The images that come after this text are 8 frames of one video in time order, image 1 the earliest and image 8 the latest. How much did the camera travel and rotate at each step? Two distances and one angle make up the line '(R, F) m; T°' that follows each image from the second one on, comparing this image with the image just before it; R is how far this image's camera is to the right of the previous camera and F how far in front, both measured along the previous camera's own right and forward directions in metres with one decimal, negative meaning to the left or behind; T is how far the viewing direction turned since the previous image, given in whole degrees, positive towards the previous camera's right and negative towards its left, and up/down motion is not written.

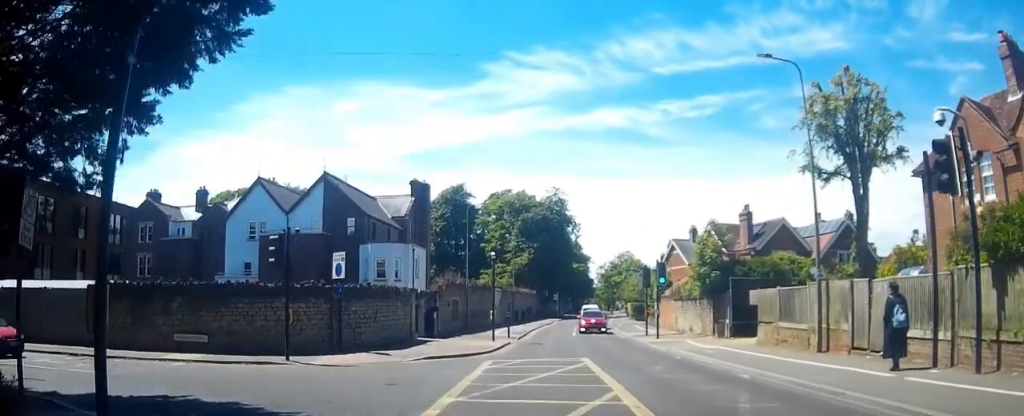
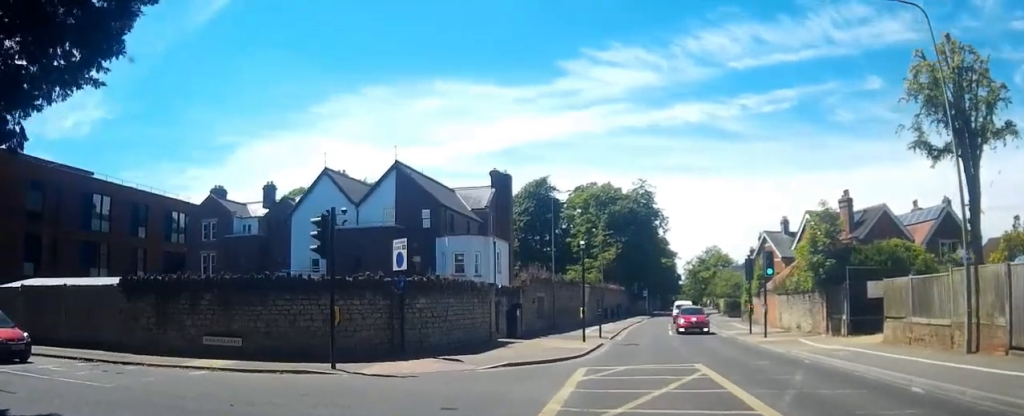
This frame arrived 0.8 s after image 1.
(-0.1, +3.4) m; -8°
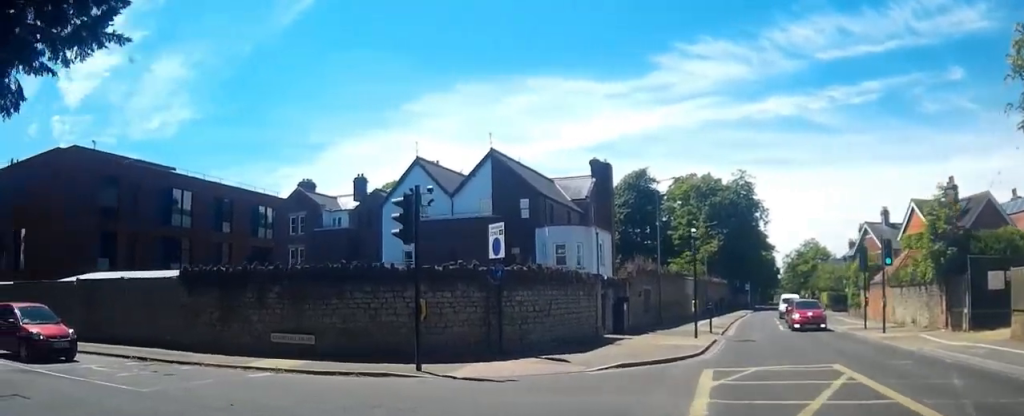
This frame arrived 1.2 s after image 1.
(0.0, +2.0) m; -7°
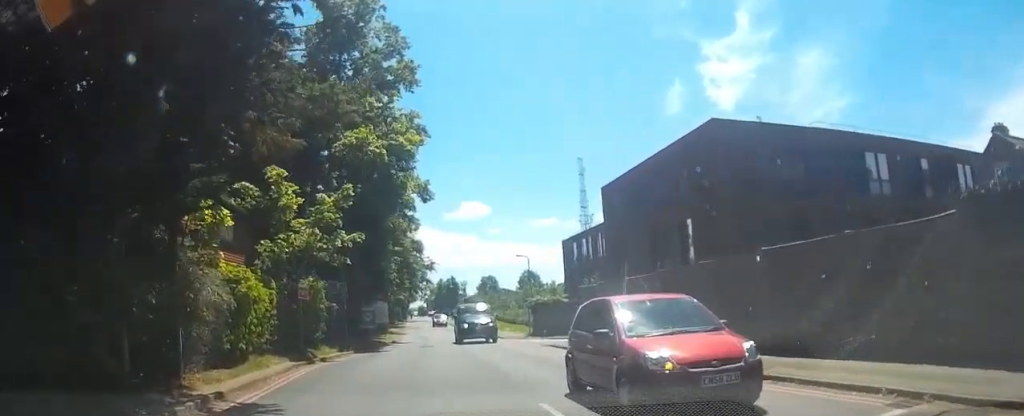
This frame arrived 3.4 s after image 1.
(-3.1, +8.5) m; -49°
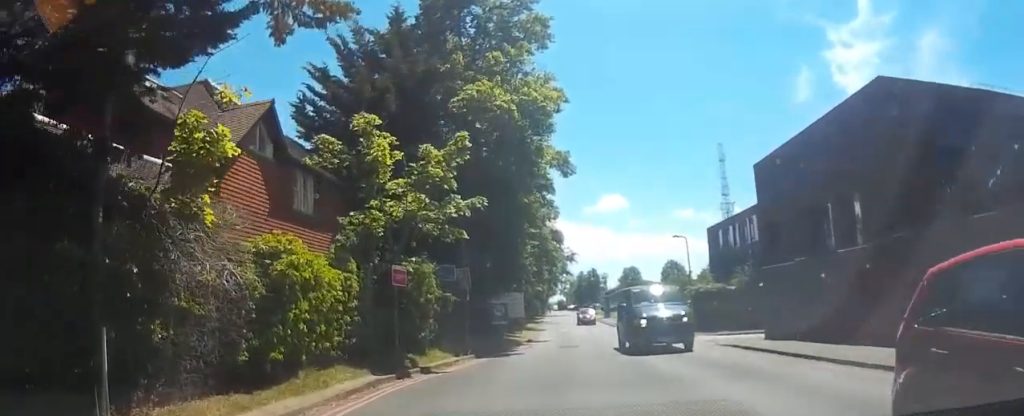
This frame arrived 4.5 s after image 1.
(-1.3, +5.1) m; -21°
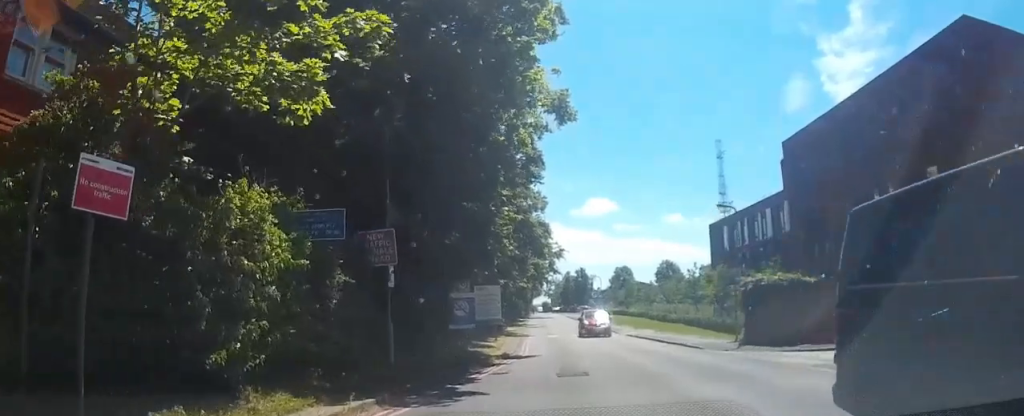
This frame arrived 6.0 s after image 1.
(-1.3, +10.6) m; -8°
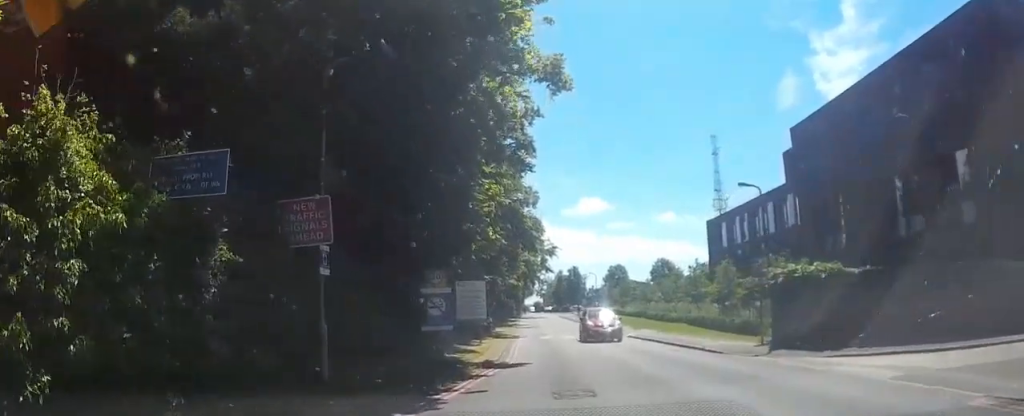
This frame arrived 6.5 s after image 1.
(-0.1, +3.7) m; 0°
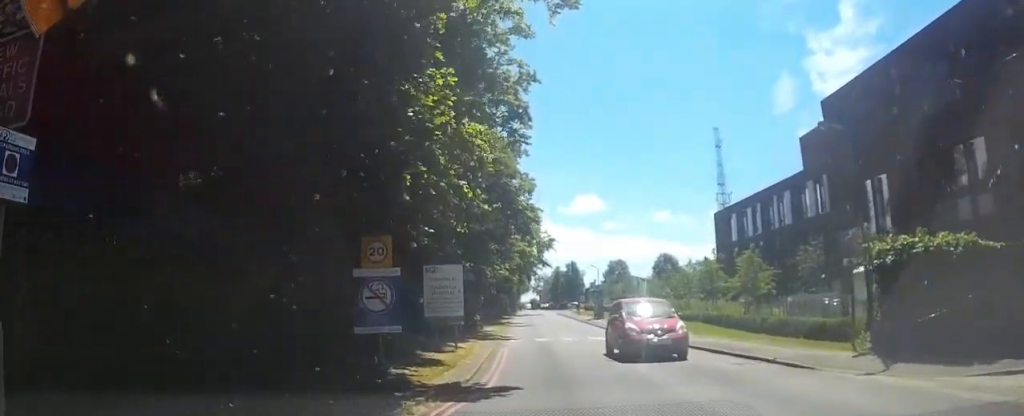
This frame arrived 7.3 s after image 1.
(+0.1, +7.0) m; +2°
